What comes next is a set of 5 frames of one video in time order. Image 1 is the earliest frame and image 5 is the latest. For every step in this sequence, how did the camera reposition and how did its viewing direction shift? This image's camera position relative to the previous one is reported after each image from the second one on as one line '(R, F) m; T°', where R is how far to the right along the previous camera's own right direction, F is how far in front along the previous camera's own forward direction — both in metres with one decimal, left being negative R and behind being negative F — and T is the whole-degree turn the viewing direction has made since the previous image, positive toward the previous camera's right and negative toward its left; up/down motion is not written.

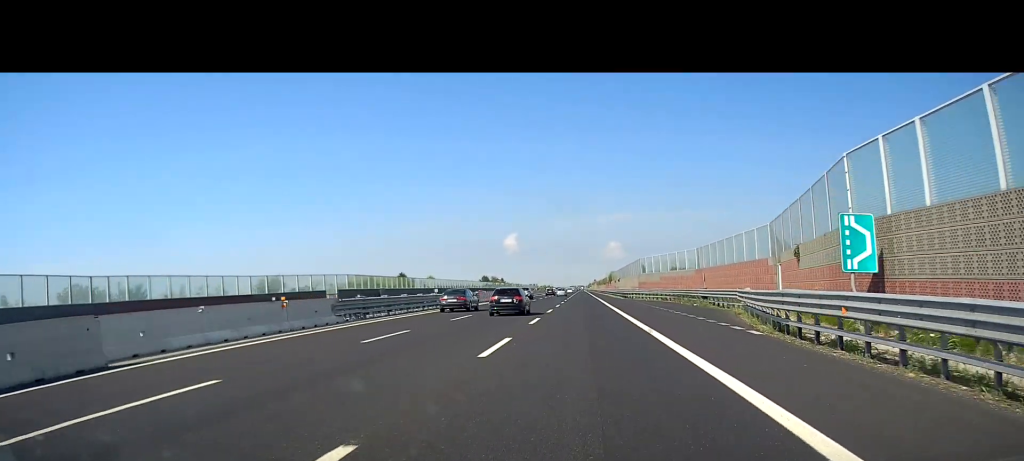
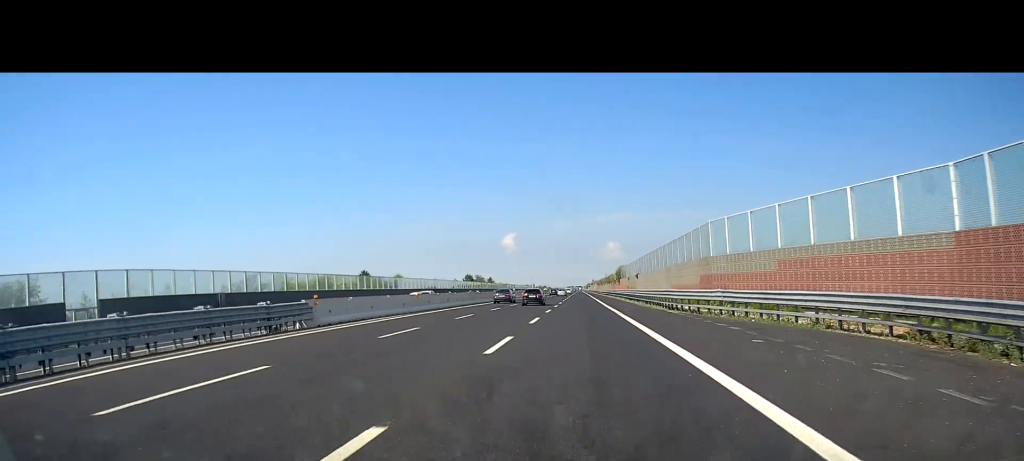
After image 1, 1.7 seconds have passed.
(+0.4, +45.5) m; +1°
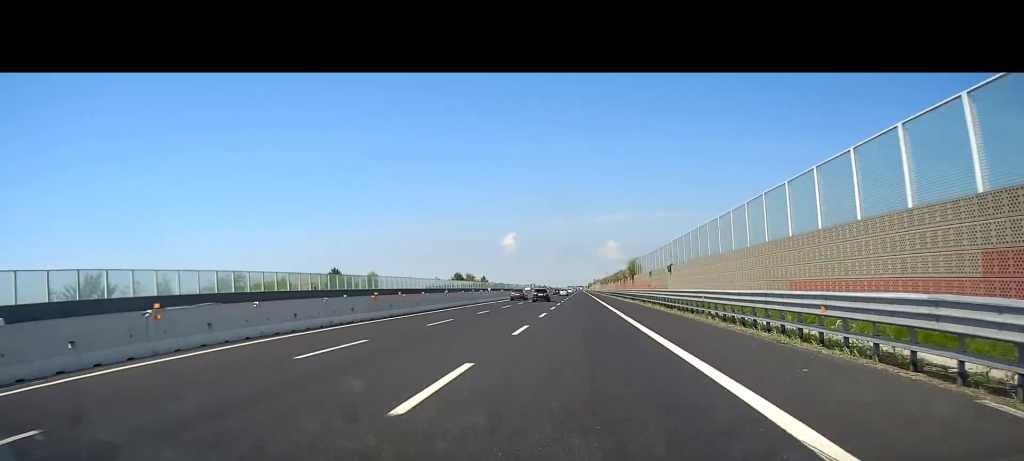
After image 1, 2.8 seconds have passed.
(0.0, +28.8) m; 0°
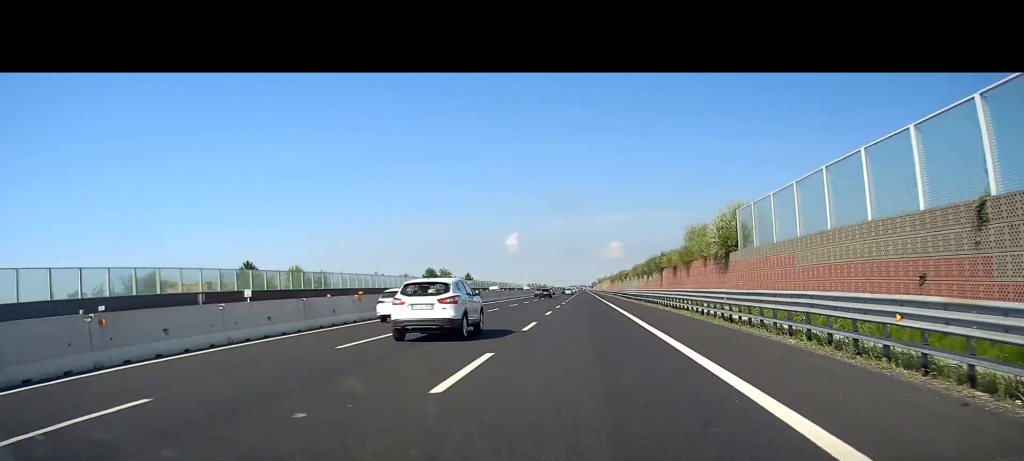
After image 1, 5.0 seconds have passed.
(+0.1, +57.1) m; 0°
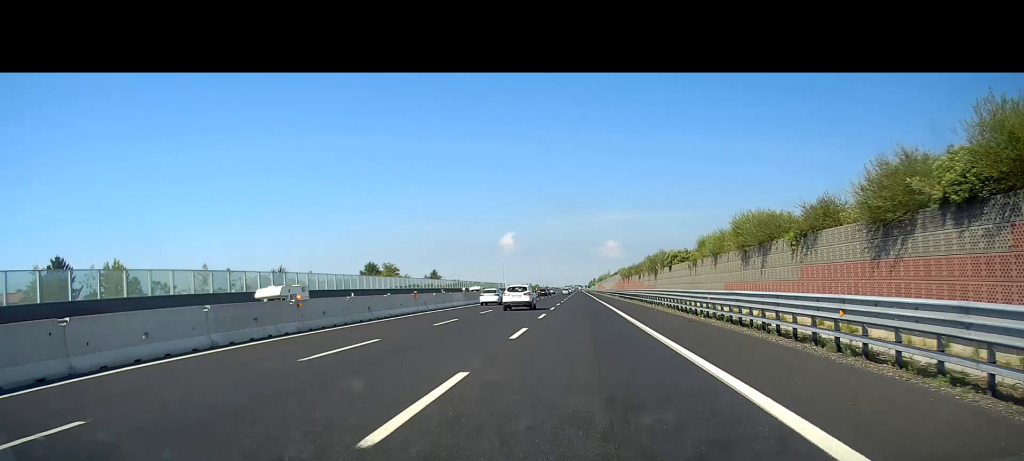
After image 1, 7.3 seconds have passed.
(+0.3, +61.1) m; 0°
